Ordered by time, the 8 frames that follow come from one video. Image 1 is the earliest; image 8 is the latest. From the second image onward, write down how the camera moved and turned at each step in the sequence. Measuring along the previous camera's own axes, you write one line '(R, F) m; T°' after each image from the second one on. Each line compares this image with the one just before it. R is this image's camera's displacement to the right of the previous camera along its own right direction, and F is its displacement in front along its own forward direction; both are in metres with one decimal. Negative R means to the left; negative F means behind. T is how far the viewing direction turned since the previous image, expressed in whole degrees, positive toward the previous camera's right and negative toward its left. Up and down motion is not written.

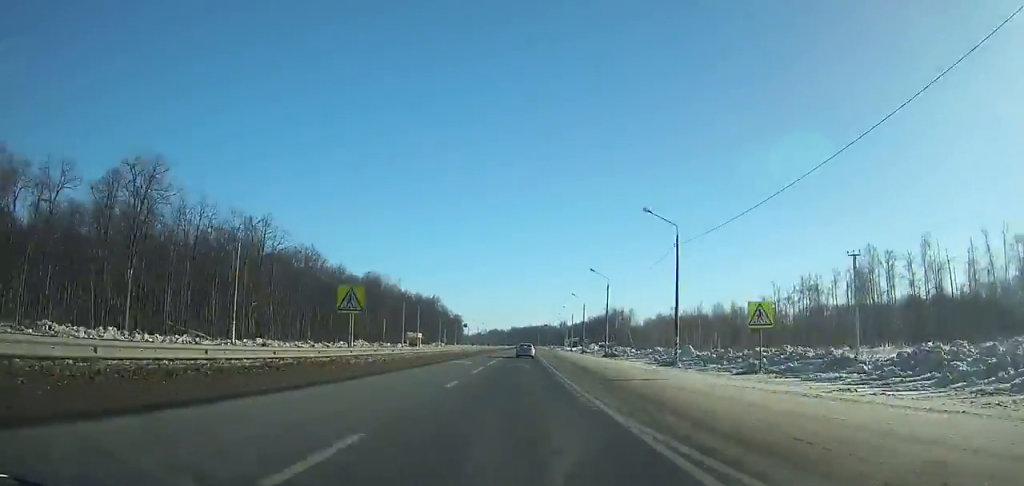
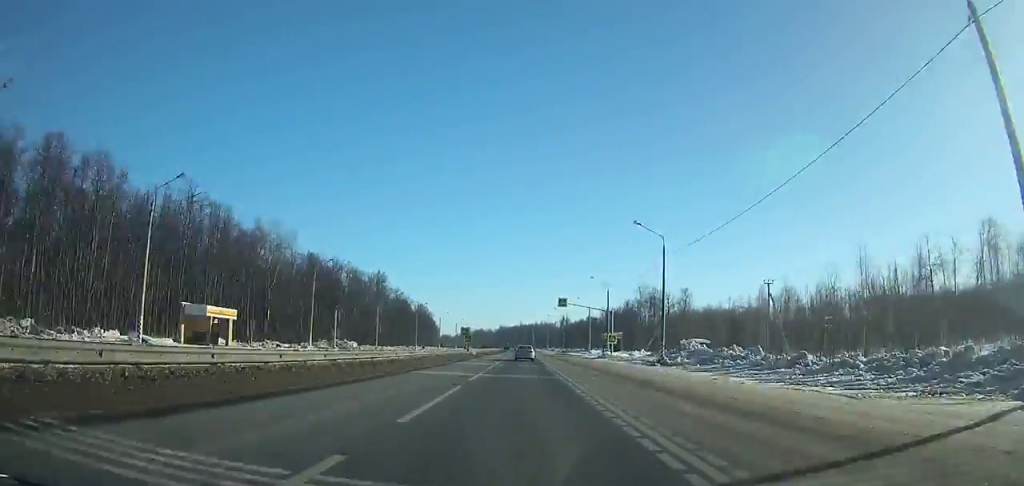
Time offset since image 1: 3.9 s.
(+1.3, +98.7) m; +1°
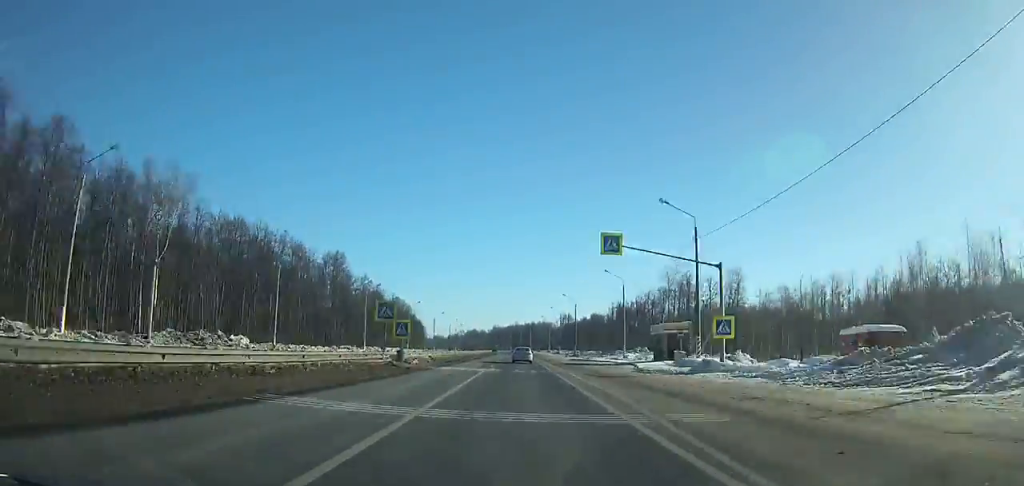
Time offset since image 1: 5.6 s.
(0.0, +42.1) m; 0°
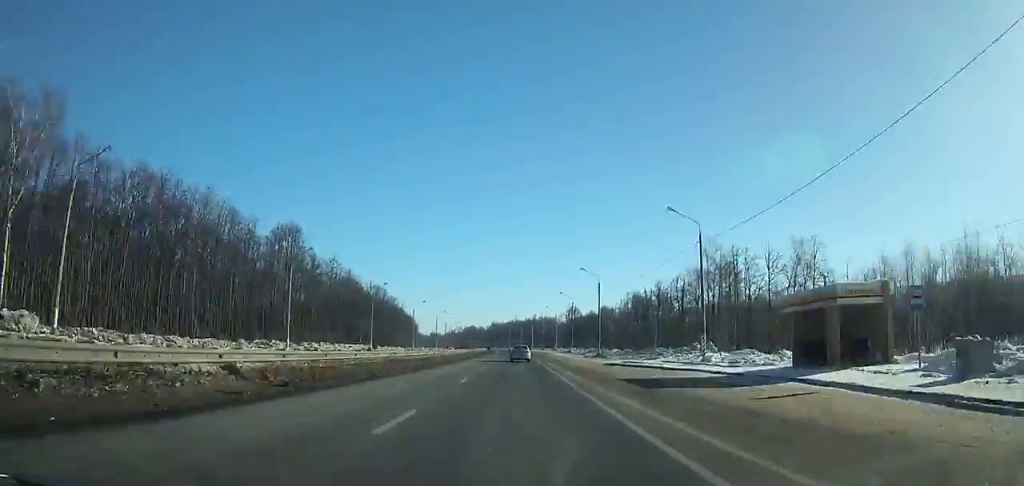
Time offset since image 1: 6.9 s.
(0.0, +32.1) m; 0°
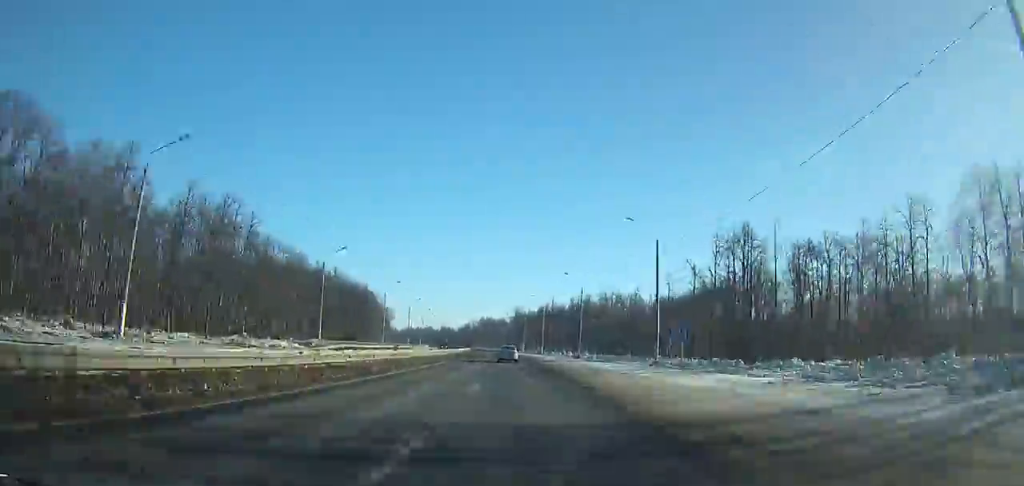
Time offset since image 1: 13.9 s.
(-5.7, +172.5) m; -4°
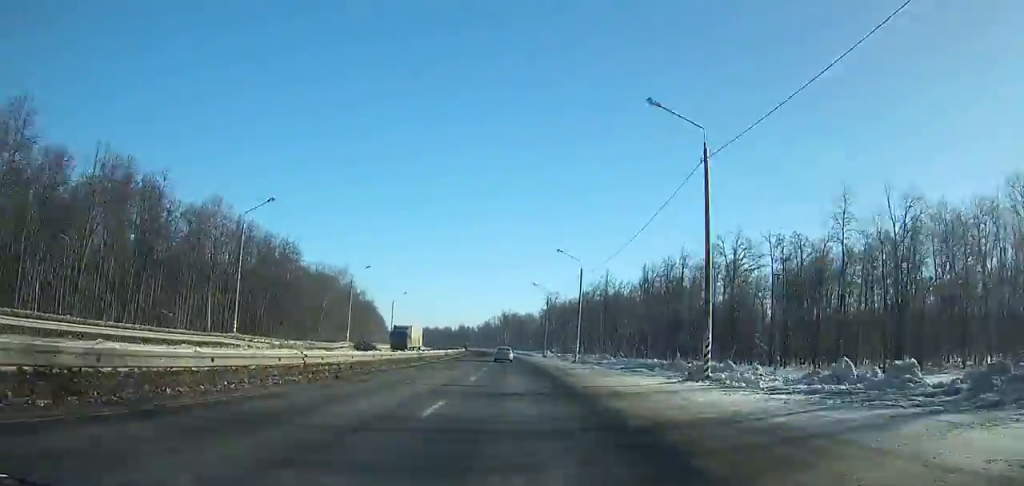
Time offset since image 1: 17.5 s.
(-1.7, +91.4) m; -3°
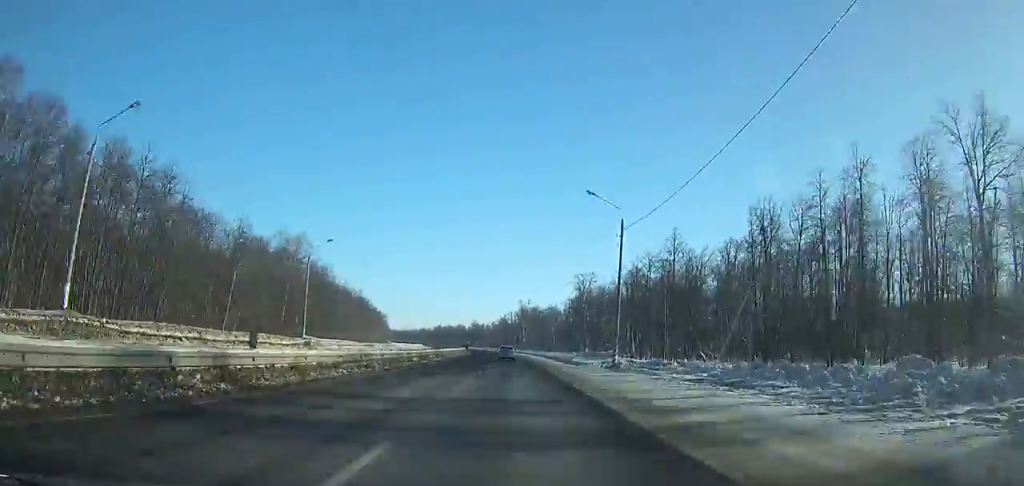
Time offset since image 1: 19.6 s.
(-1.1, +54.5) m; -2°
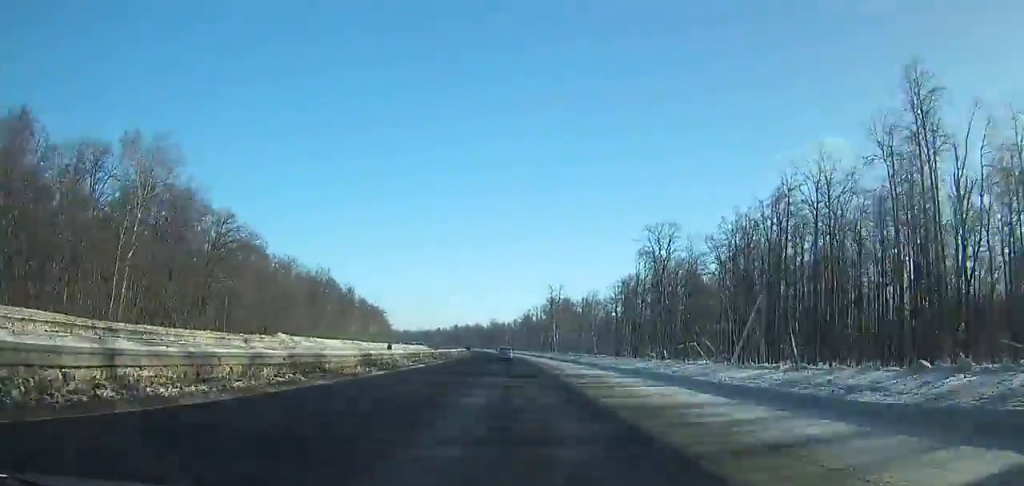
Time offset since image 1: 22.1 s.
(-1.4, +66.8) m; -2°
